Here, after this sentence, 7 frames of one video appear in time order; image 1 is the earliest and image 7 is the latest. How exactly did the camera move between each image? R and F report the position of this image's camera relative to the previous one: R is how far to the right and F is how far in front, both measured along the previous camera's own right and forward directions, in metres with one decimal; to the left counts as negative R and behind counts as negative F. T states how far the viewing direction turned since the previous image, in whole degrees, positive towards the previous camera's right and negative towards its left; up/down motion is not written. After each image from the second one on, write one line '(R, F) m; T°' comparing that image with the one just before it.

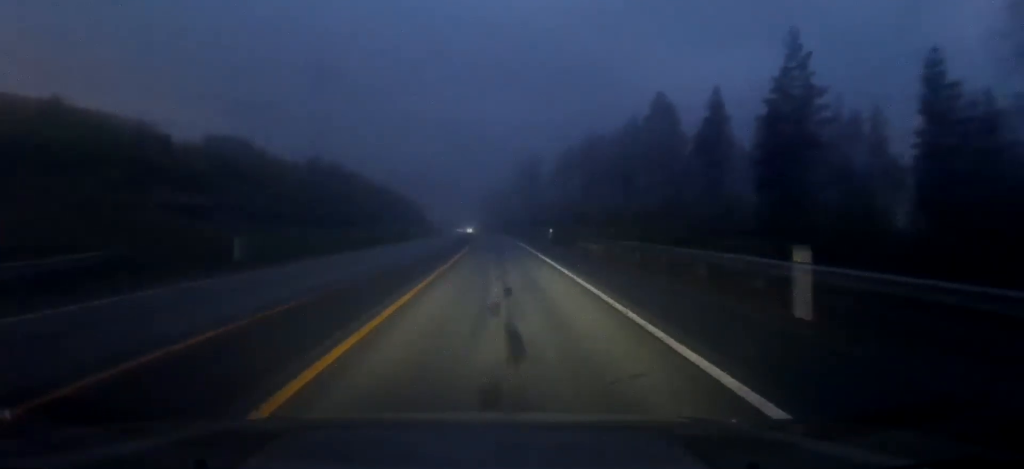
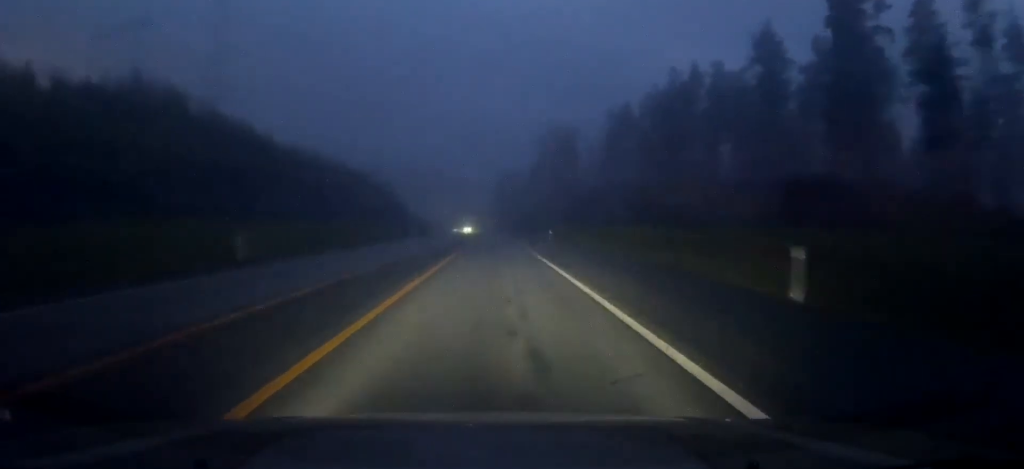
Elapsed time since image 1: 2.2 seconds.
(-0.7, +51.2) m; -2°
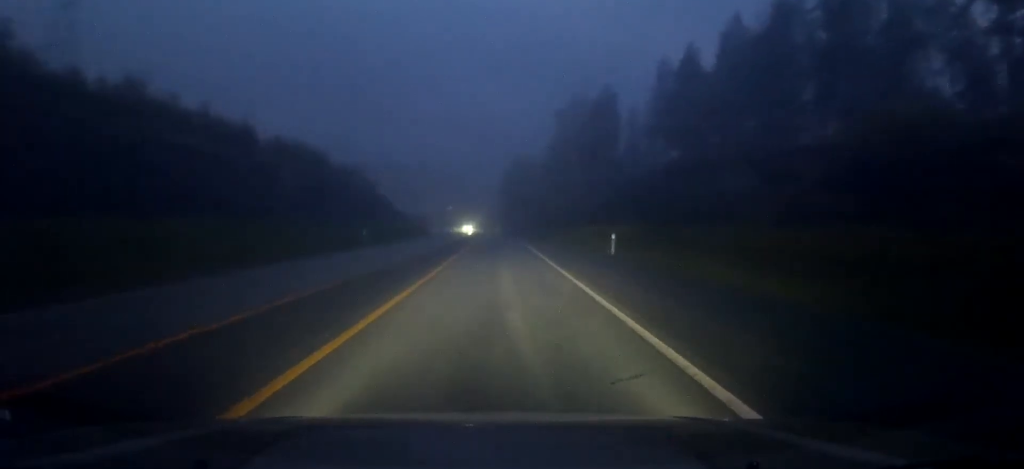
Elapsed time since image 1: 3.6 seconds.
(-0.1, +30.9) m; -1°
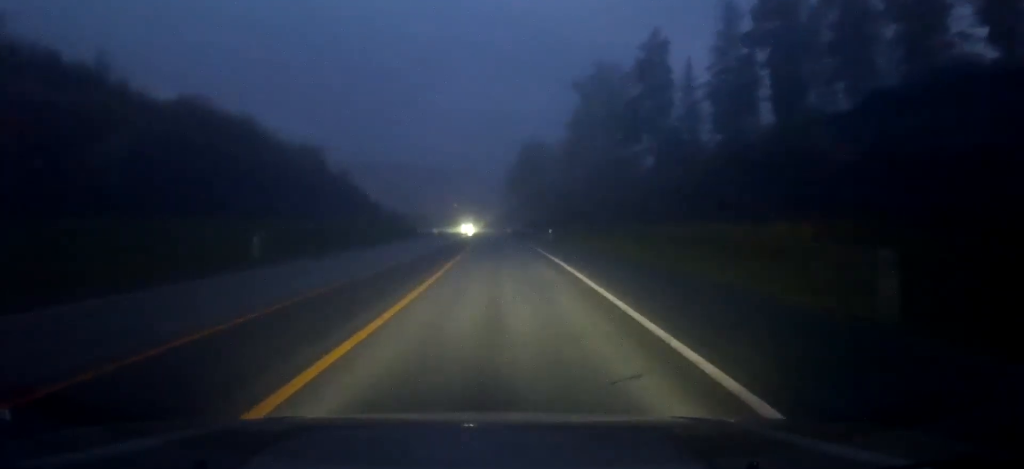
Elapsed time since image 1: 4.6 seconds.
(-0.1, +21.8) m; -1°
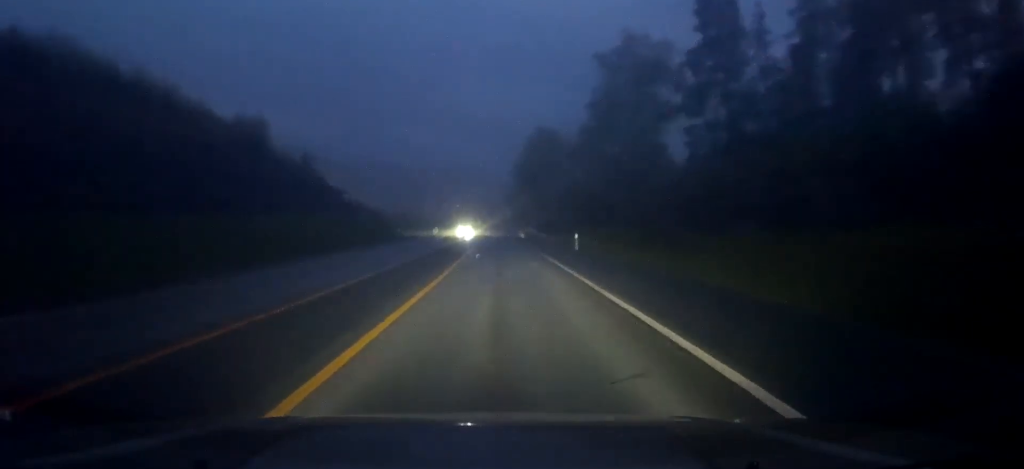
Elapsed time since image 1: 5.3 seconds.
(-0.1, +16.3) m; 0°
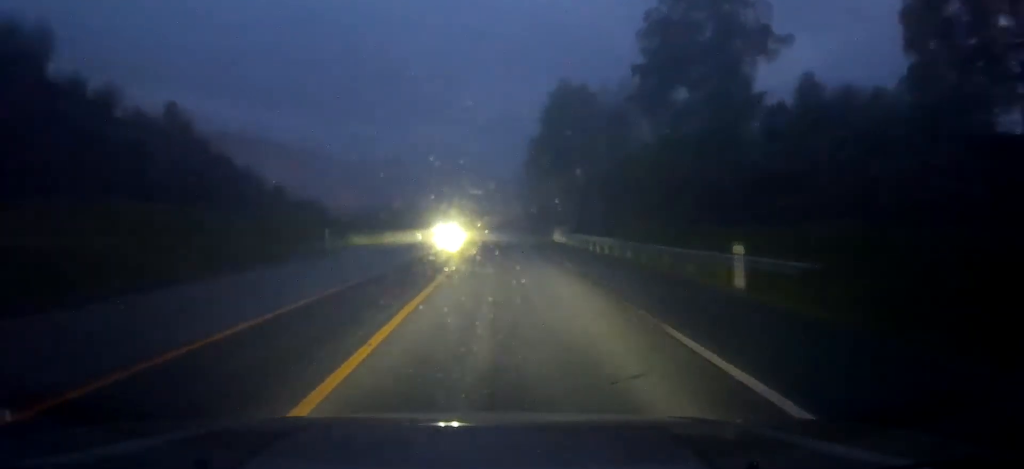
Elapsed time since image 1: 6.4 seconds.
(-0.1, +26.4) m; -1°
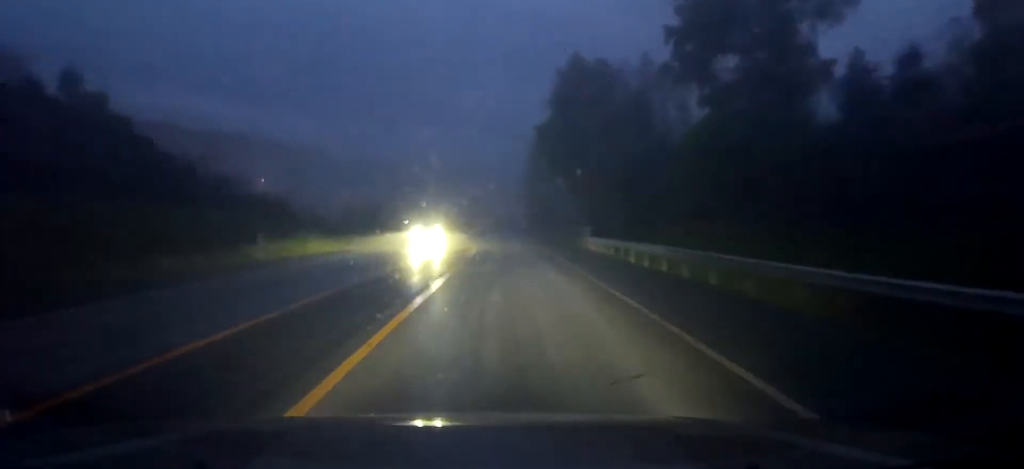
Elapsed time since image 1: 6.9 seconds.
(0.0, +10.0) m; 0°
